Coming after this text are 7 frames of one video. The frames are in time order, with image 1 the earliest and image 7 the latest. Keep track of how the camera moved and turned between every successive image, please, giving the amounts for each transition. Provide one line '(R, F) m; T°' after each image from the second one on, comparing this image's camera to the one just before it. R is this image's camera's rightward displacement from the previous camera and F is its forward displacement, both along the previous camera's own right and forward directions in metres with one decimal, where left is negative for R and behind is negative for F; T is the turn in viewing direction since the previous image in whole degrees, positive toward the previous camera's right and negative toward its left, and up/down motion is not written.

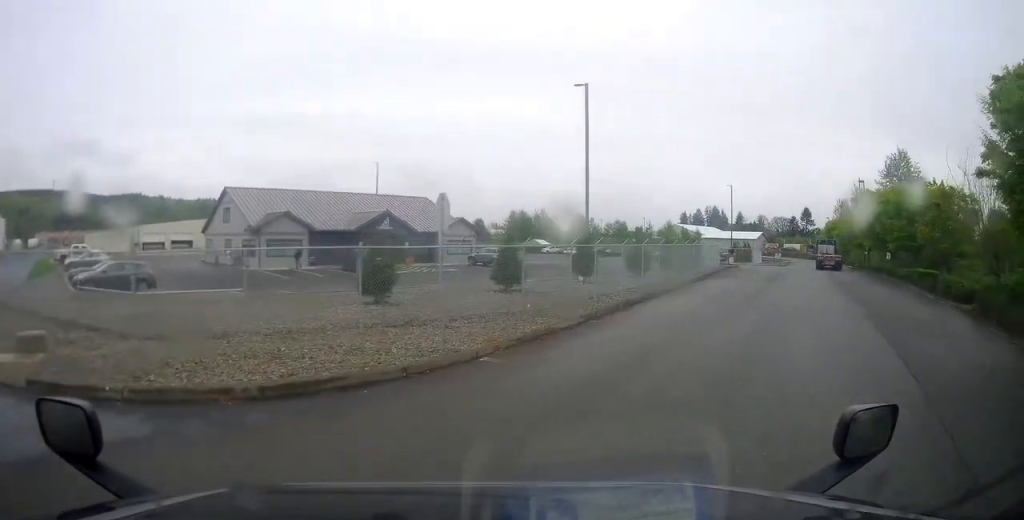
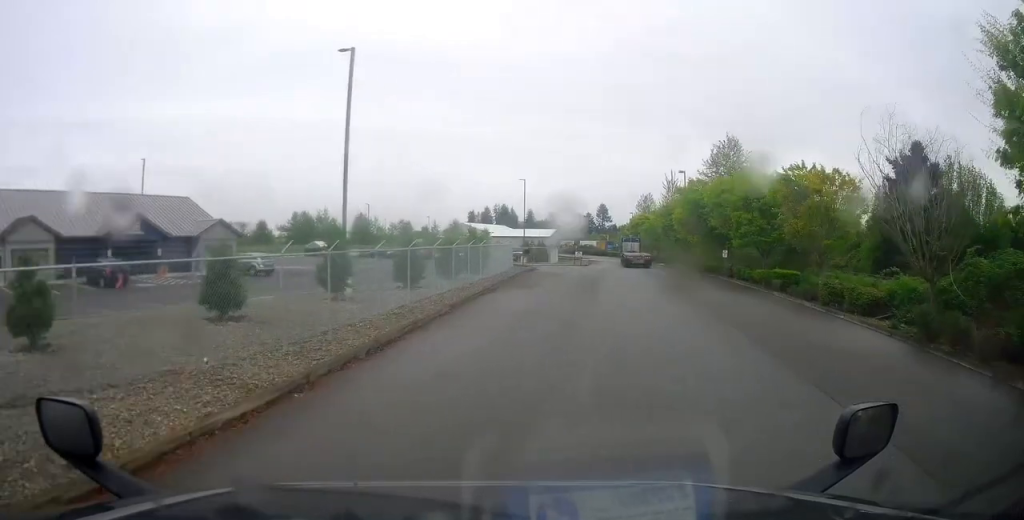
(+0.6, +6.6) m; +10°
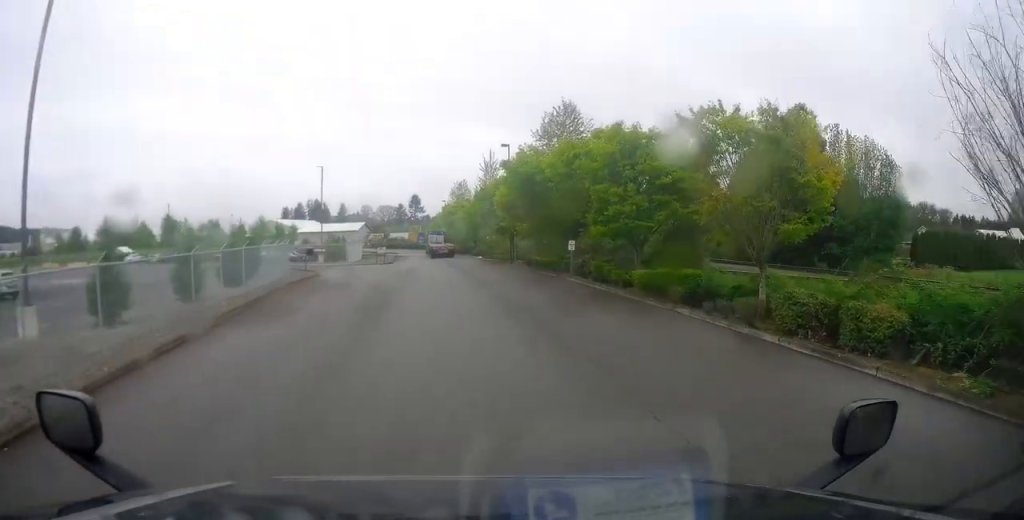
(+1.9, +10.1) m; +17°
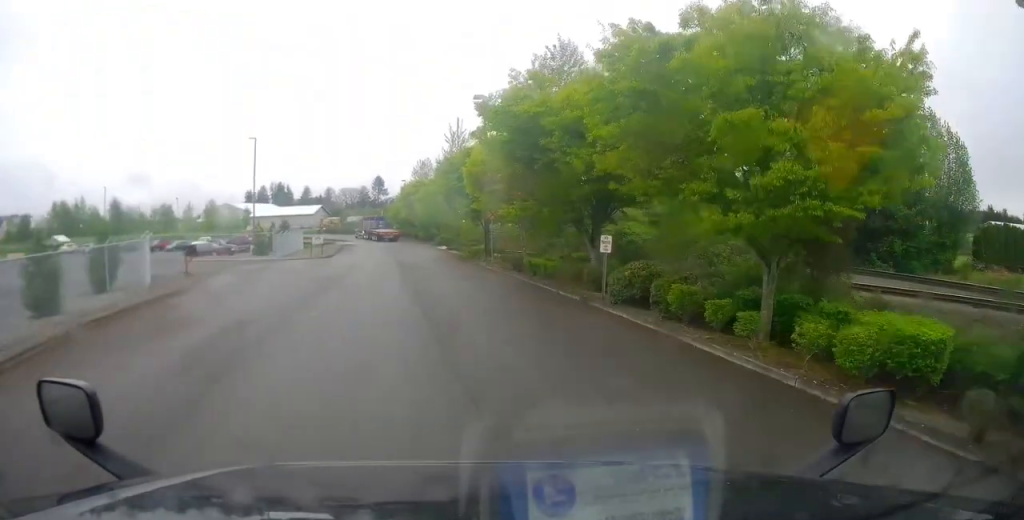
(-0.1, +12.3) m; -1°
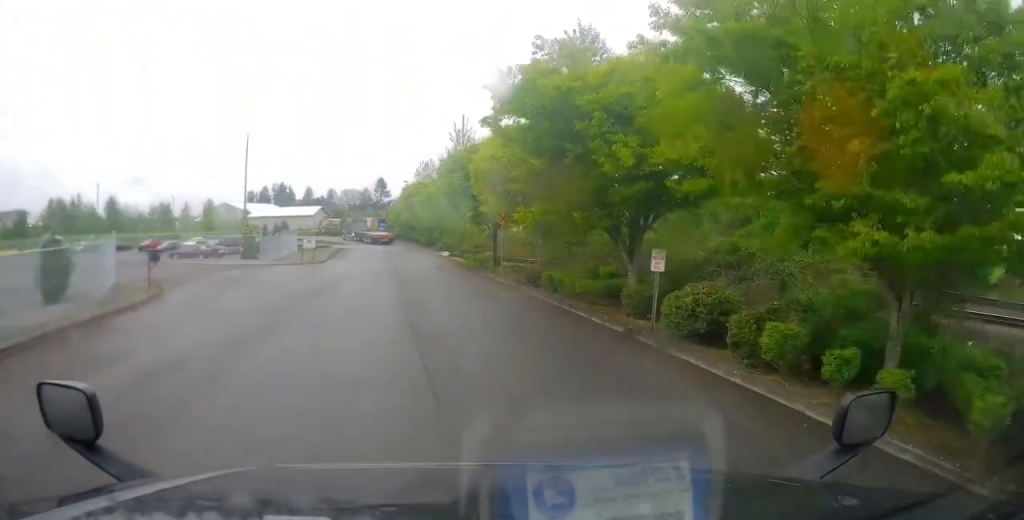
(-0.2, +3.3) m; +2°
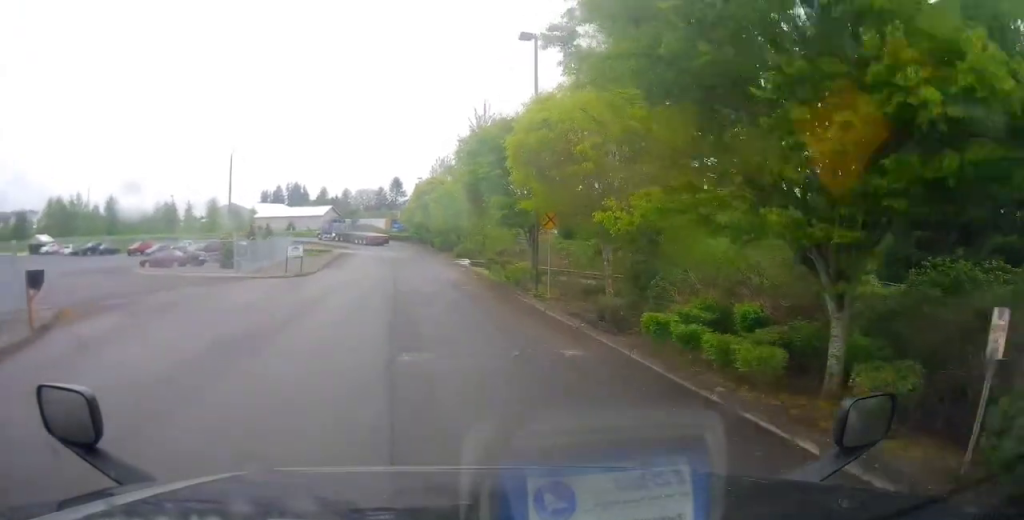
(+0.6, +7.9) m; +1°
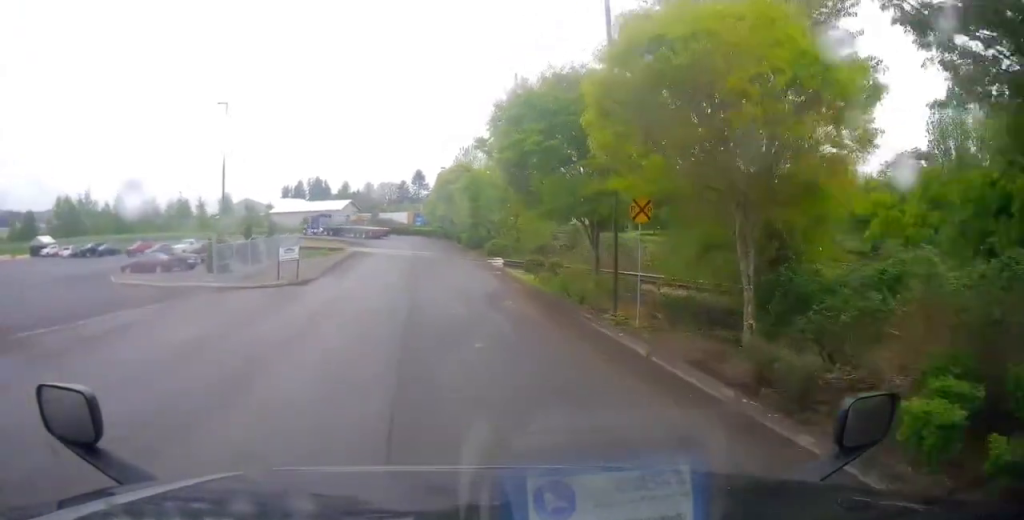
(-0.4, +6.4) m; -5°
